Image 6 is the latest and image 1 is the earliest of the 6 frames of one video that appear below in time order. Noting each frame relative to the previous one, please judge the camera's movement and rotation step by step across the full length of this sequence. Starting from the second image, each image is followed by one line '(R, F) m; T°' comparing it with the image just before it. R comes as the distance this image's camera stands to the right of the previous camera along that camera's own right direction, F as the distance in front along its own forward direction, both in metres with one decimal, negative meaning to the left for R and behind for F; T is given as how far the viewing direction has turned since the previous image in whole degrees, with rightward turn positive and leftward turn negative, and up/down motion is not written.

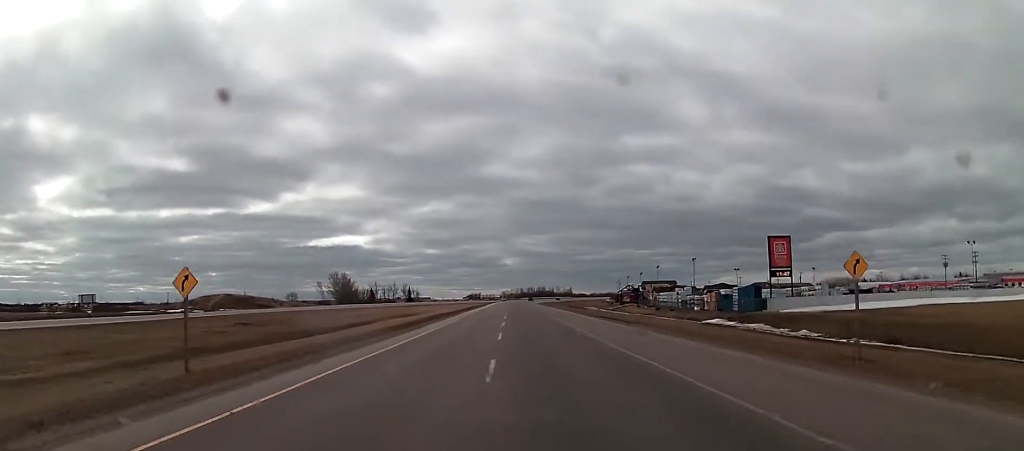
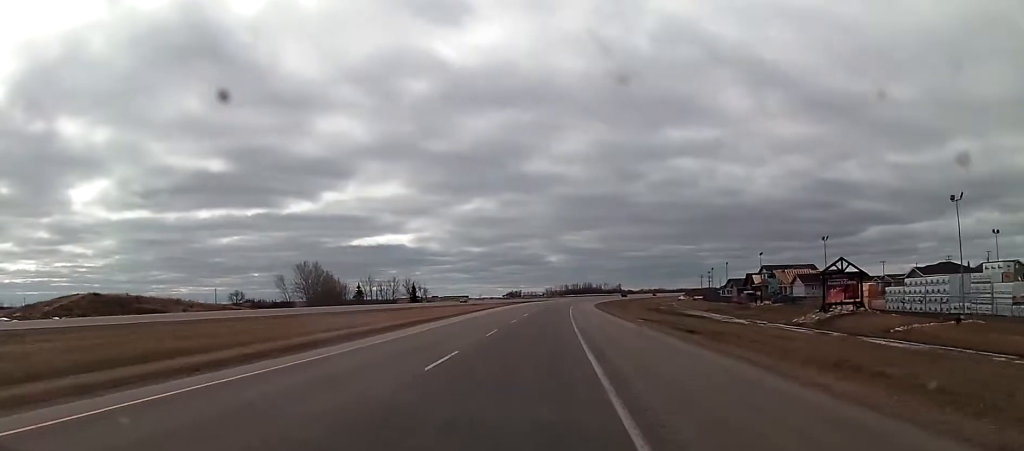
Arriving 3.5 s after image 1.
(-1.6, +111.4) m; -3°
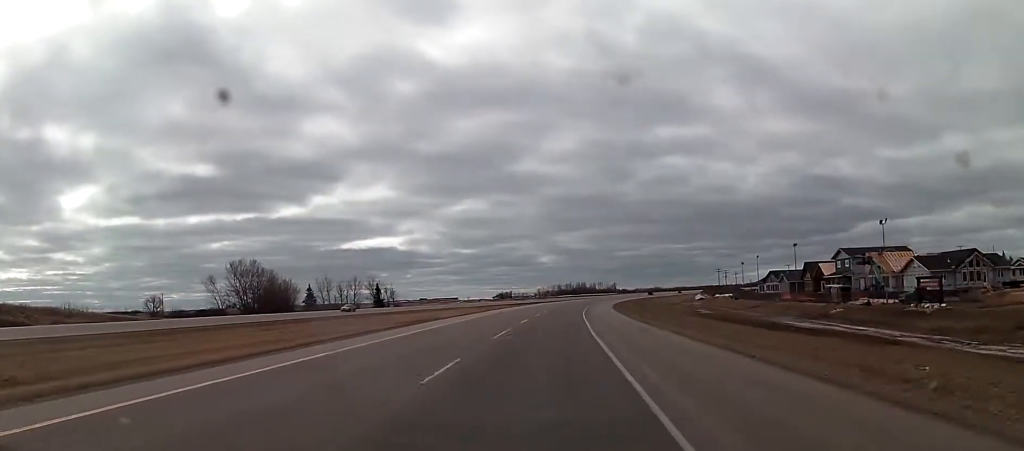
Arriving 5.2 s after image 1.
(0.0, +52.7) m; +1°
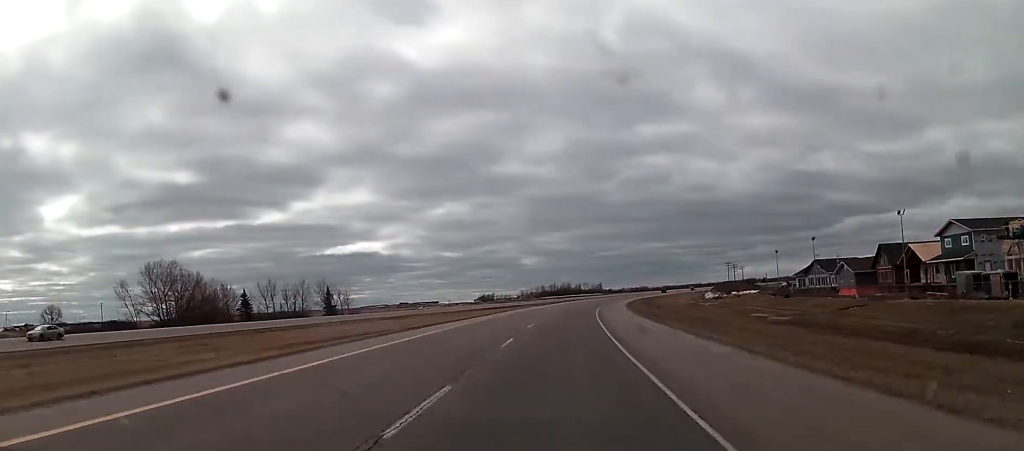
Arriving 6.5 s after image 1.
(+0.5, +42.1) m; +1°
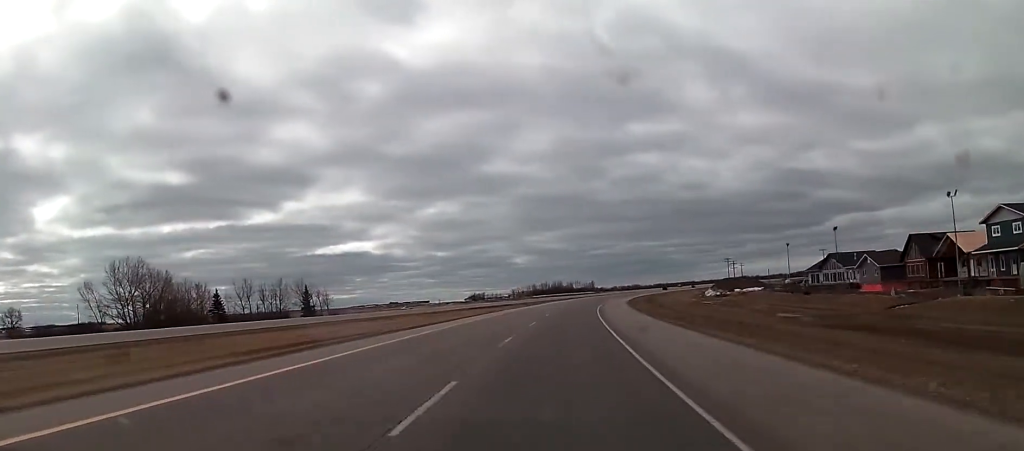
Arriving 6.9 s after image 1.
(-0.1, +12.7) m; 0°
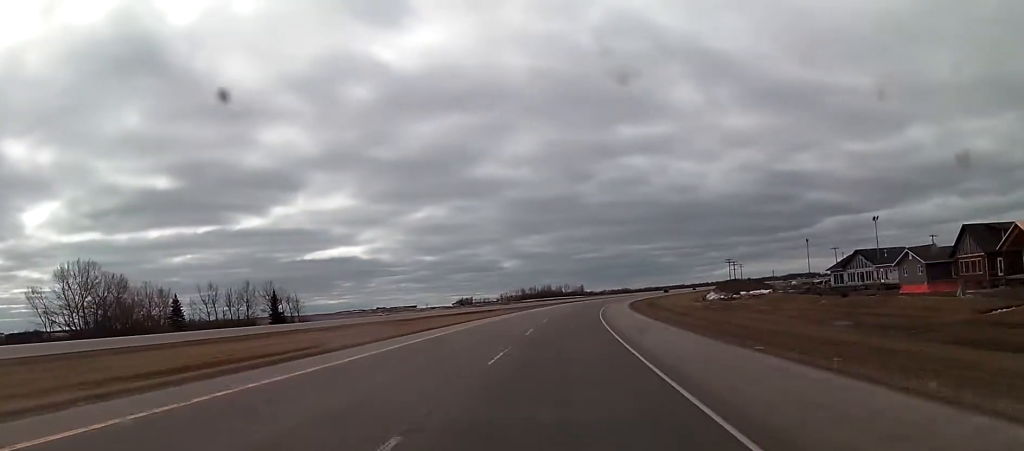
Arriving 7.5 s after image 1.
(0.0, +16.9) m; +1°
